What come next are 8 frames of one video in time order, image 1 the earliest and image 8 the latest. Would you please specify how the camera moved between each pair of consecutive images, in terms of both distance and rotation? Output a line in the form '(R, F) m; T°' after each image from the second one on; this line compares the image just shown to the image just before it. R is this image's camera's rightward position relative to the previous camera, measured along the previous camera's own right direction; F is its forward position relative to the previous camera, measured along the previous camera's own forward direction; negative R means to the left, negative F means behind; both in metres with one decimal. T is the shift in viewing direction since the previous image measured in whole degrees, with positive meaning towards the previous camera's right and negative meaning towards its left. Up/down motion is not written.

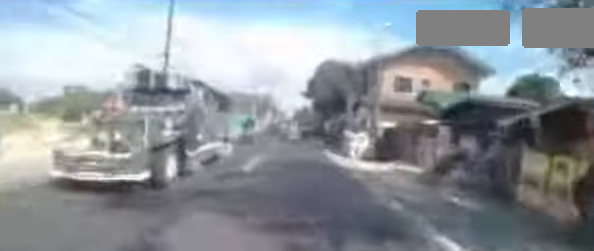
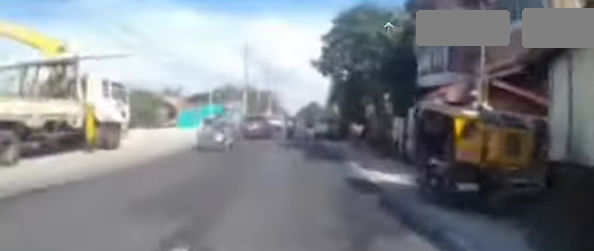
(-0.8, +17.2) m; -4°
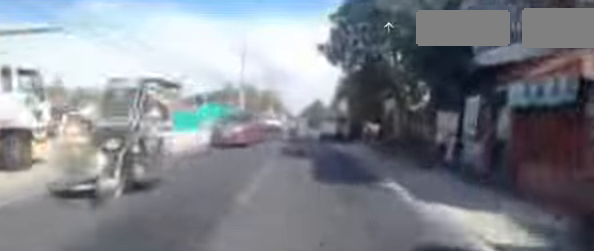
(-0.1, +4.0) m; 0°
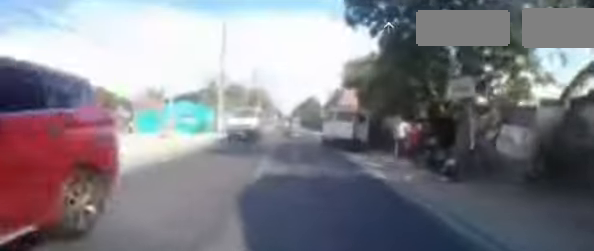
(+0.3, +7.6) m; +2°
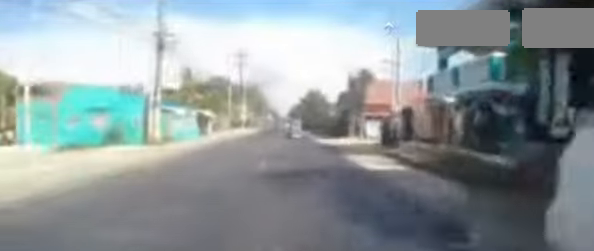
(+0.1, +16.7) m; 0°
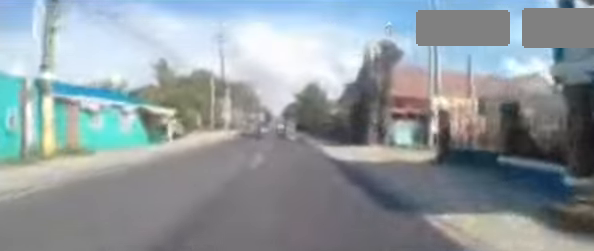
(0.0, +8.4) m; +1°
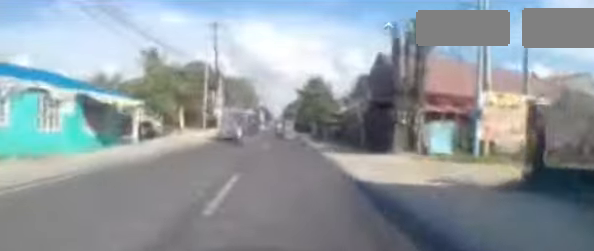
(-0.1, +4.4) m; +1°
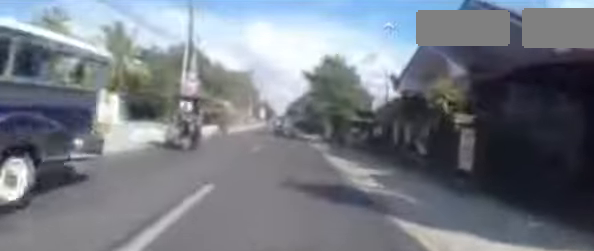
(+0.3, +10.7) m; 0°
